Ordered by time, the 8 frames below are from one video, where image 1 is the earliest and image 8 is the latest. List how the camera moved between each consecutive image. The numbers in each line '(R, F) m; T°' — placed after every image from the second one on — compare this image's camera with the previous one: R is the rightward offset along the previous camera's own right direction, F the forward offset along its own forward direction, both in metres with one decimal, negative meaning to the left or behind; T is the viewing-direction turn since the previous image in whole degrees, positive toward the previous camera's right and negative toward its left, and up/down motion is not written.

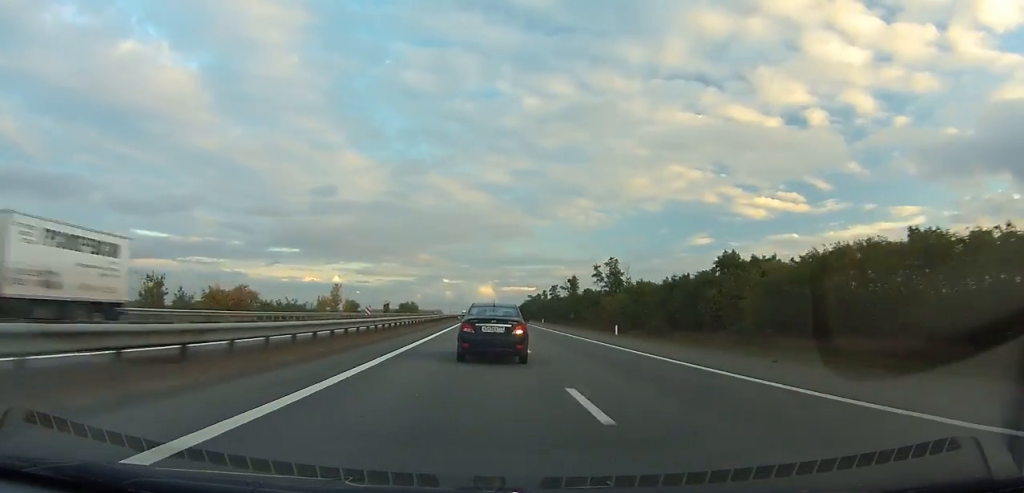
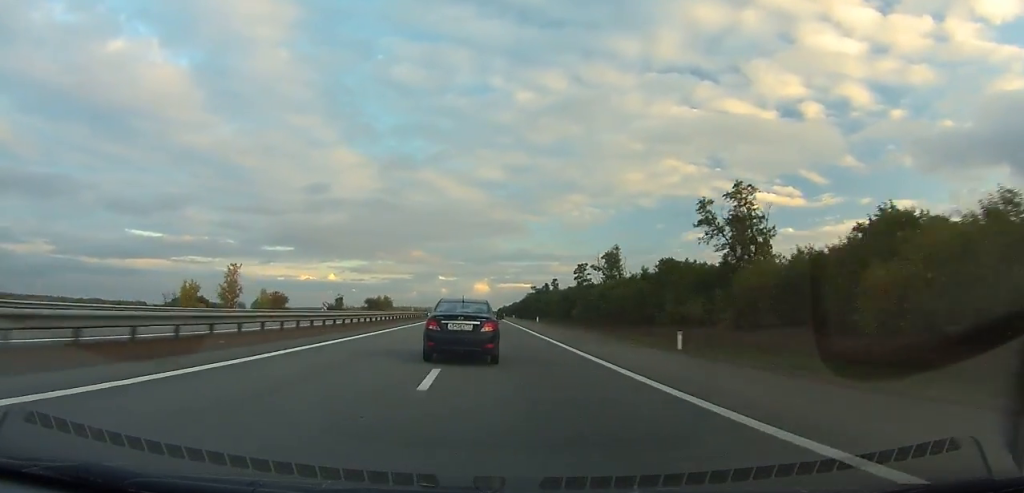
(+0.4, +62.5) m; 0°
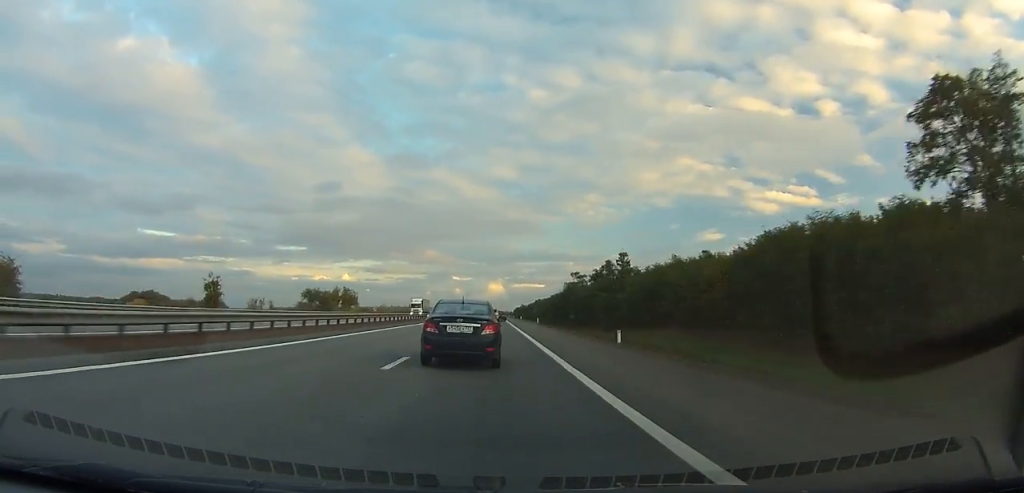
(0.0, +85.9) m; 0°
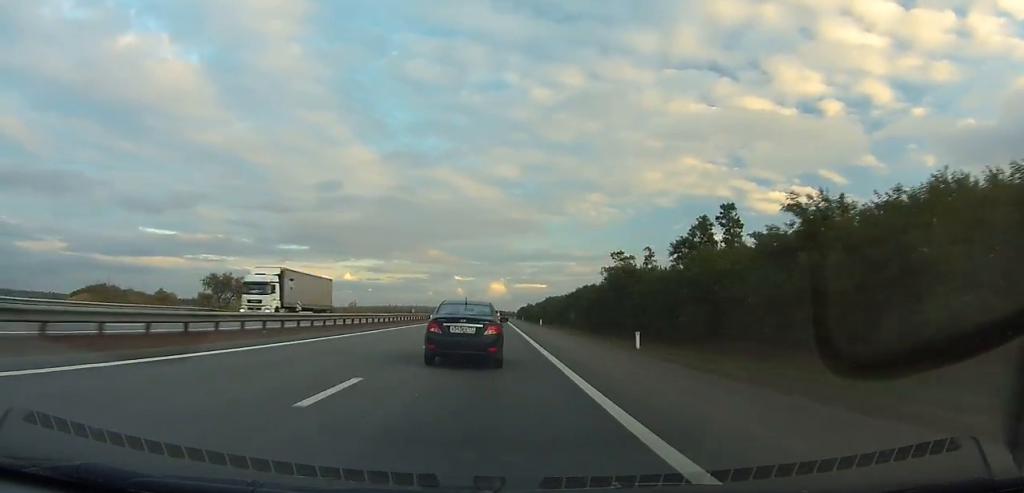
(-0.2, +51.9) m; 0°
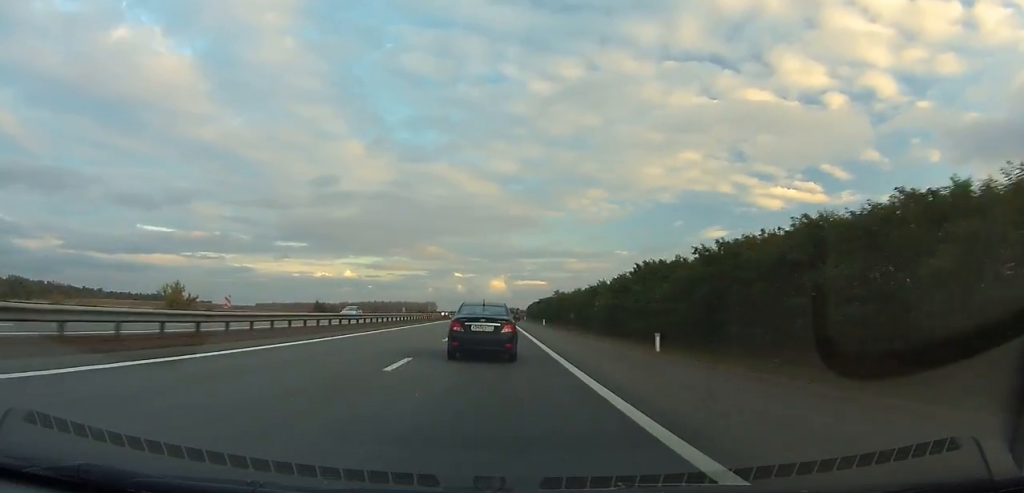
(-1.3, +151.4) m; -1°
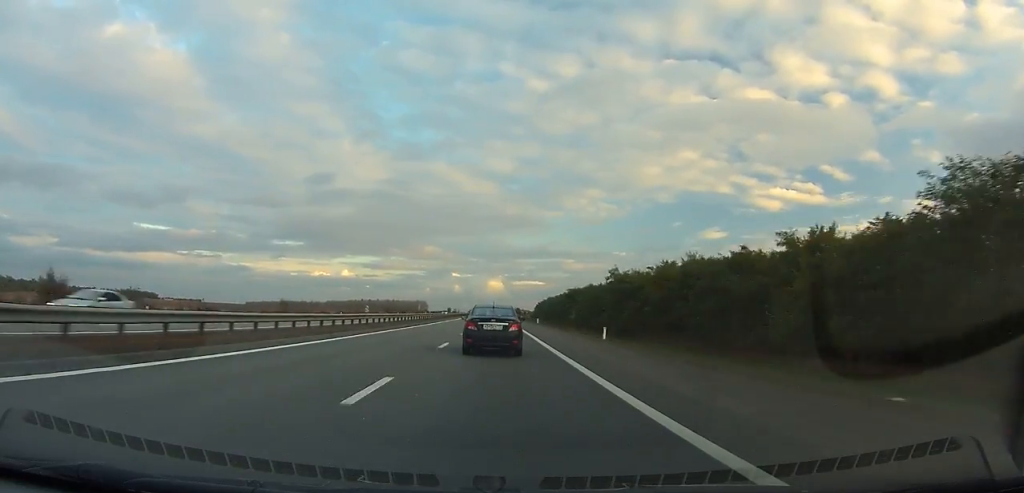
(0.0, +87.8) m; 0°
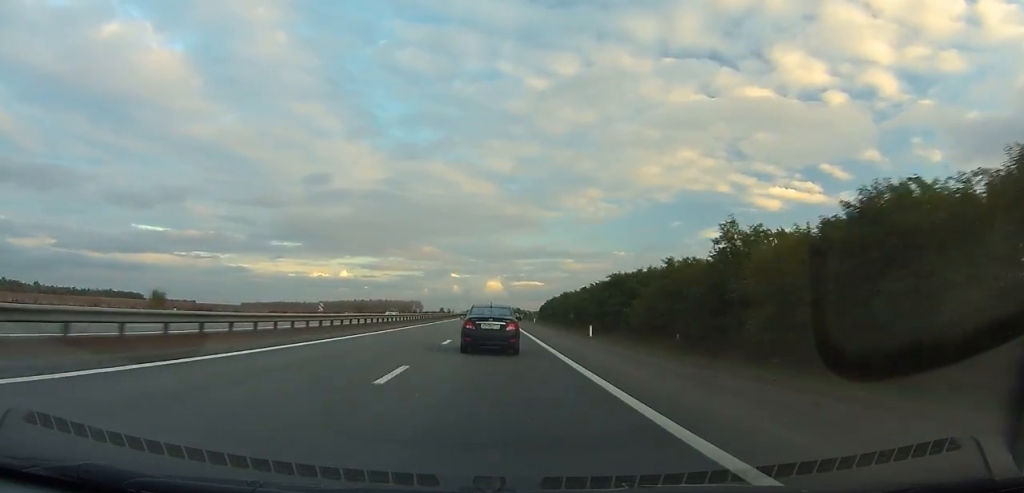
(+0.1, +45.7) m; 0°
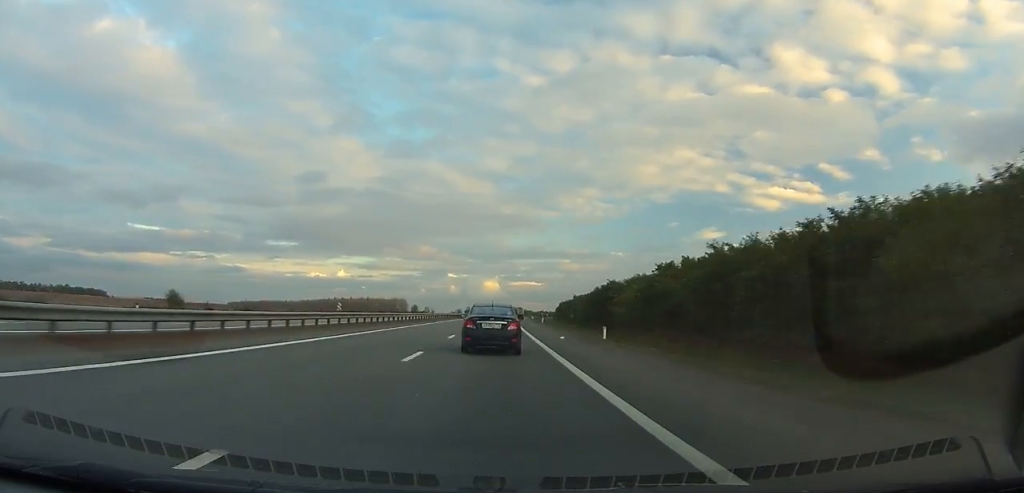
(+0.2, +105.4) m; 0°
